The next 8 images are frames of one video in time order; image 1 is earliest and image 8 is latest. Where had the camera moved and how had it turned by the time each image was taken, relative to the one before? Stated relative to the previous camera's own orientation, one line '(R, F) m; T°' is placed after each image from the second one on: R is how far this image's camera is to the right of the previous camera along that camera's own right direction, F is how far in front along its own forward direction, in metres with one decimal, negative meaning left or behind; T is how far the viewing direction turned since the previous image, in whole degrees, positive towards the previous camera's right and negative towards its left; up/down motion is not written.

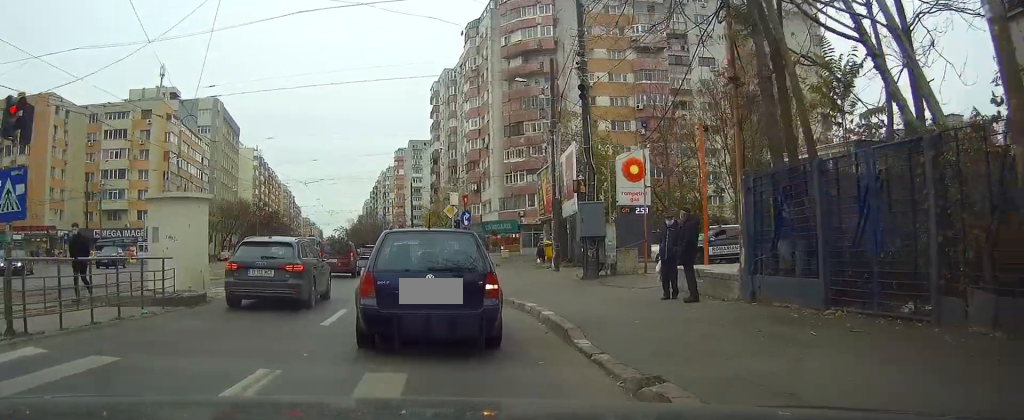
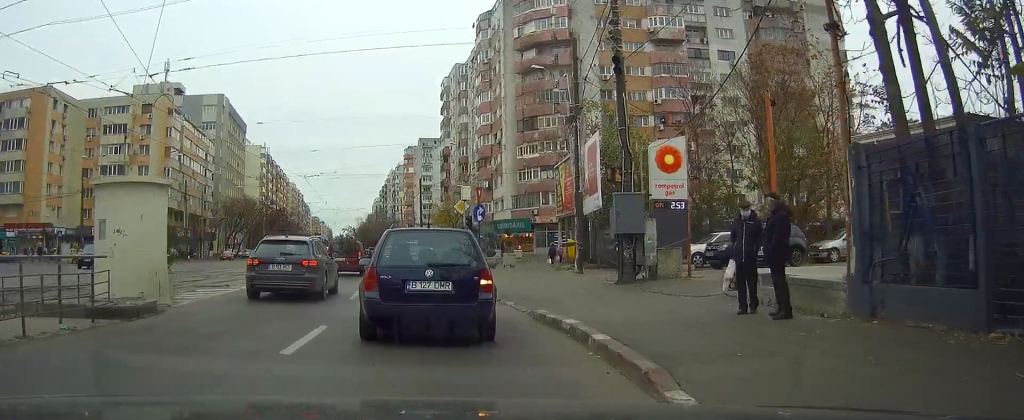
(0.0, +3.1) m; 0°
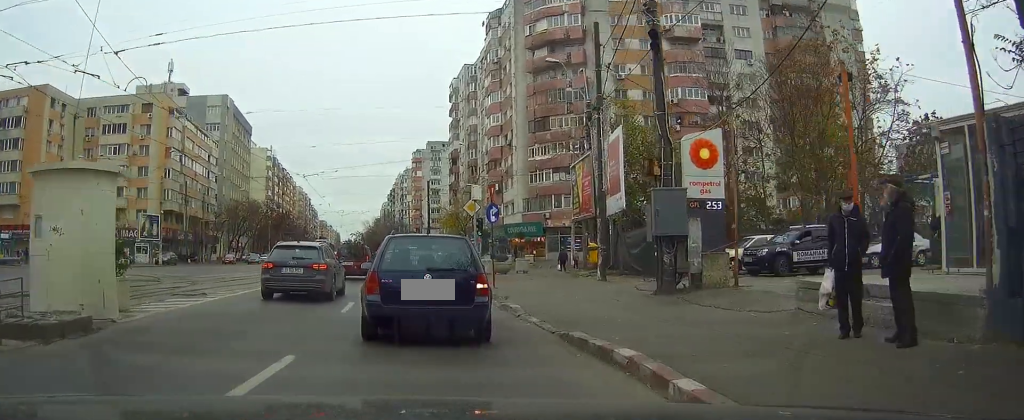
(0.0, +3.0) m; -1°
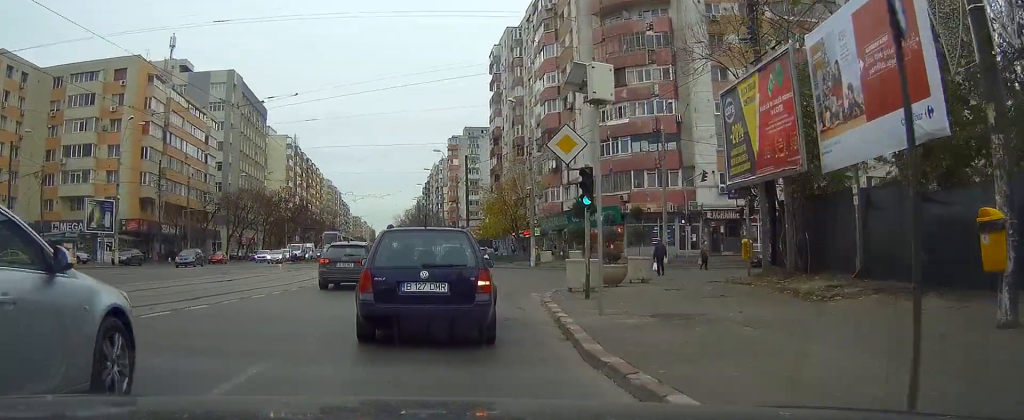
(-0.8, +18.9) m; -4°
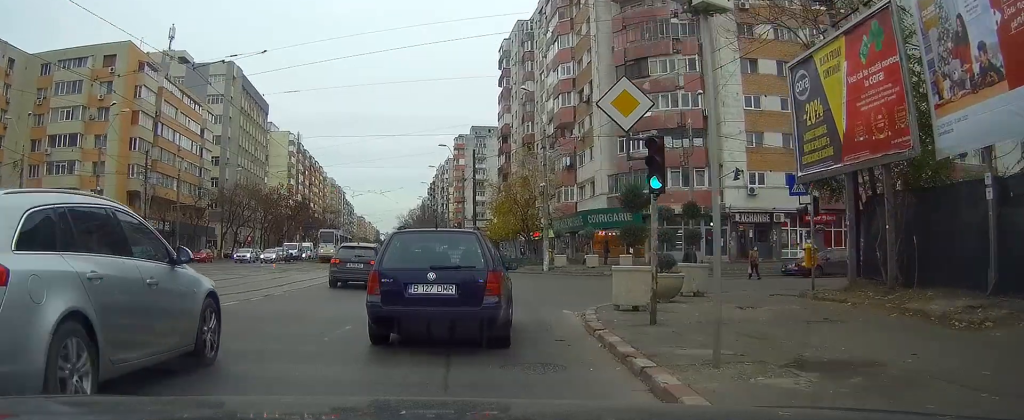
(0.0, +4.9) m; -1°
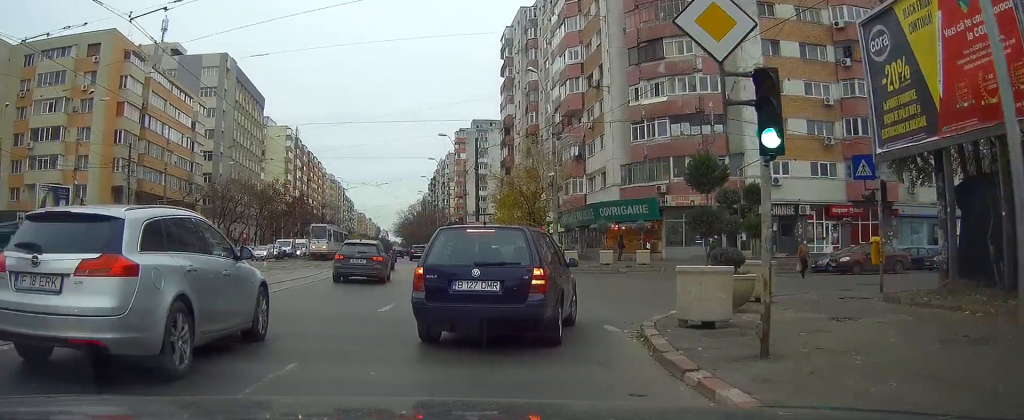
(0.0, +4.0) m; 0°
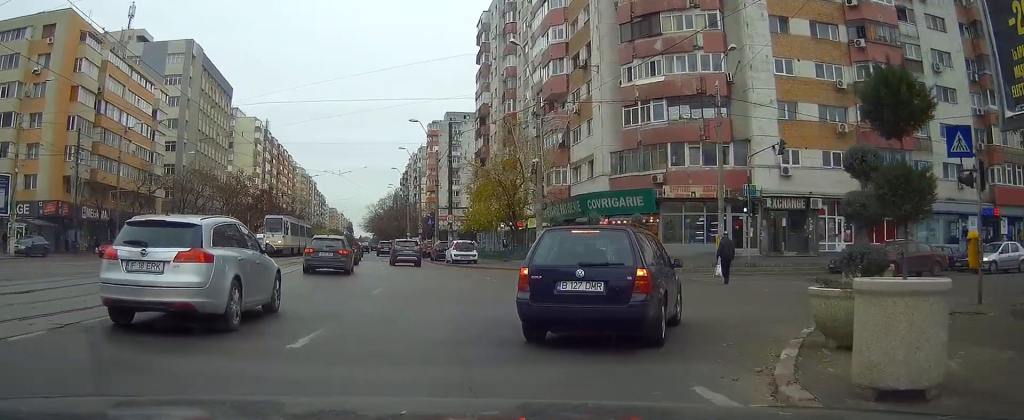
(0.0, +5.6) m; +3°
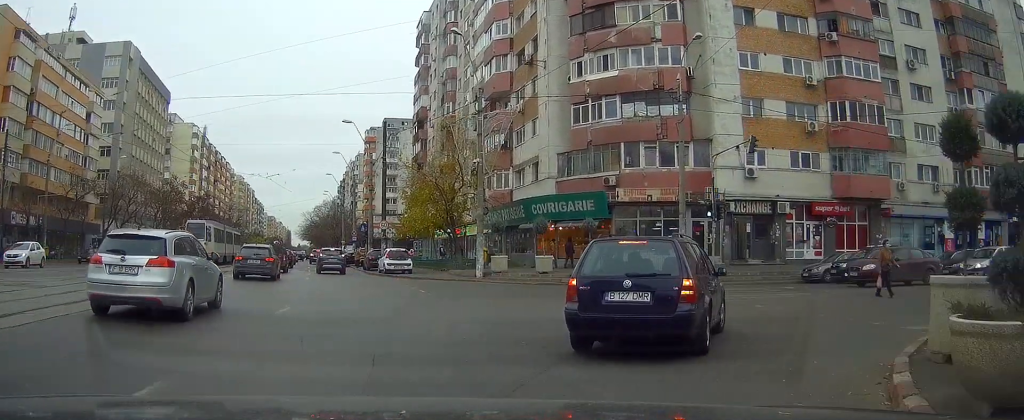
(+0.1, +3.7) m; +5°
